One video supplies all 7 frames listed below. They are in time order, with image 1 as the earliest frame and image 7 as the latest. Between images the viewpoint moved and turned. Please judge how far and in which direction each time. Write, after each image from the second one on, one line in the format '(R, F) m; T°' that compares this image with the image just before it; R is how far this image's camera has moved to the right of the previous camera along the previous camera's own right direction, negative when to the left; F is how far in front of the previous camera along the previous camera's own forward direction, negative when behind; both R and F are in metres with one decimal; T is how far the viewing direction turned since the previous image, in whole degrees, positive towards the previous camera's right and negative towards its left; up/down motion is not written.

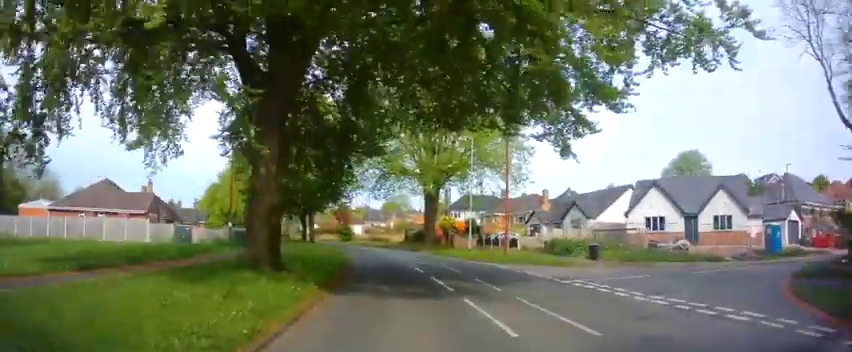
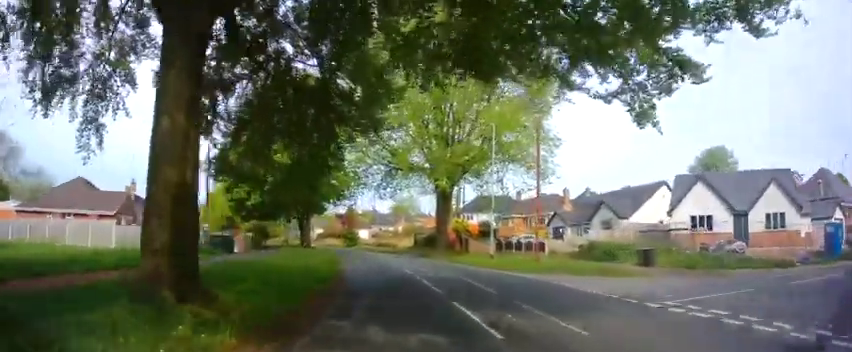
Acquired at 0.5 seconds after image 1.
(-0.2, +5.3) m; -1°
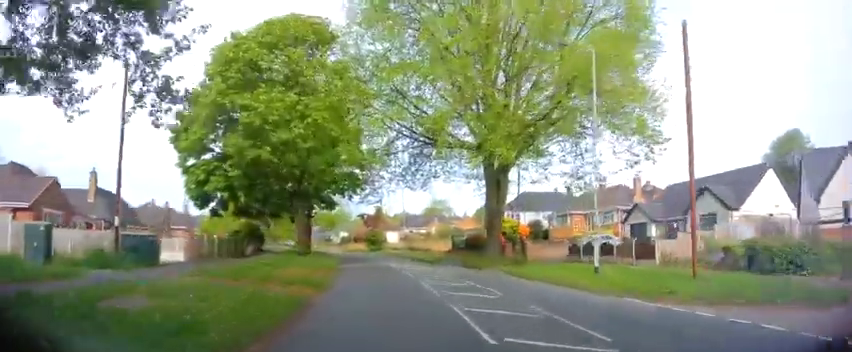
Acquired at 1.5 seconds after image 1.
(-0.1, +11.6) m; -1°
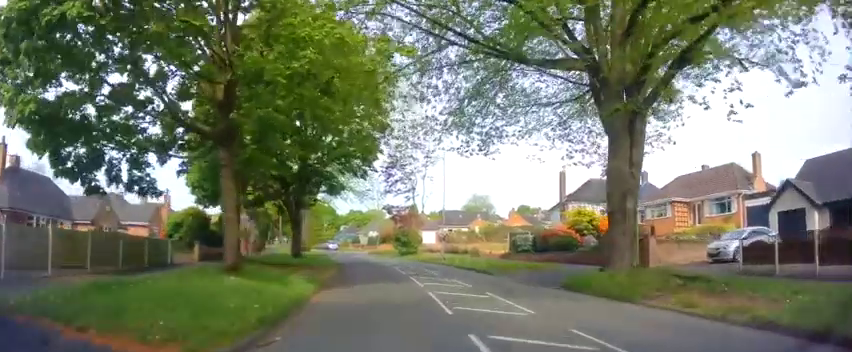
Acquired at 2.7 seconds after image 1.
(-0.5, +14.4) m; -6°
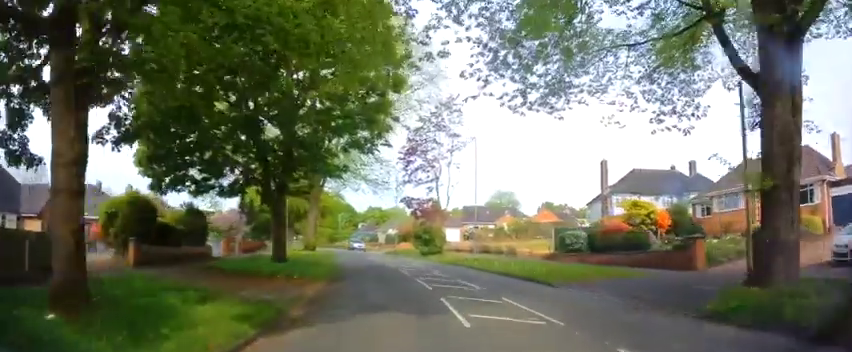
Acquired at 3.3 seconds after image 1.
(-0.5, +6.8) m; -2°
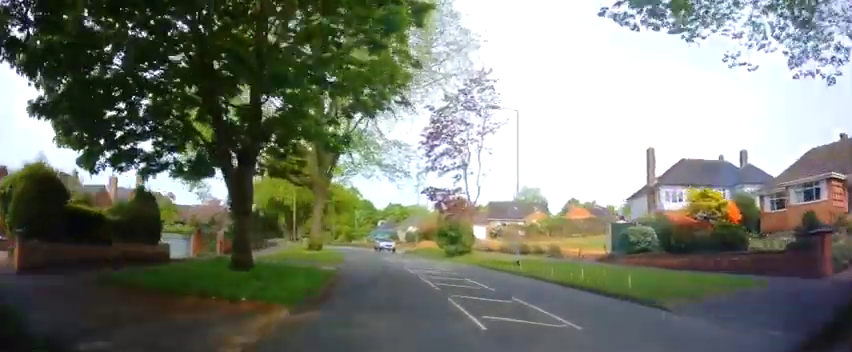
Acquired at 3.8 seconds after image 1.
(-0.1, +6.2) m; -1°
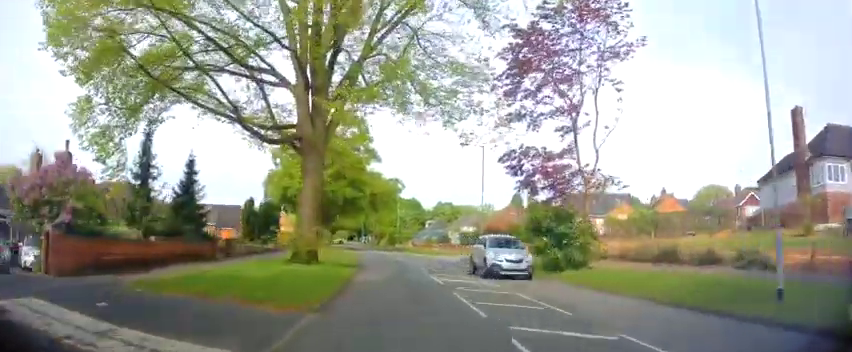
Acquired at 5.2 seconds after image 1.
(0.0, +15.8) m; -5°
